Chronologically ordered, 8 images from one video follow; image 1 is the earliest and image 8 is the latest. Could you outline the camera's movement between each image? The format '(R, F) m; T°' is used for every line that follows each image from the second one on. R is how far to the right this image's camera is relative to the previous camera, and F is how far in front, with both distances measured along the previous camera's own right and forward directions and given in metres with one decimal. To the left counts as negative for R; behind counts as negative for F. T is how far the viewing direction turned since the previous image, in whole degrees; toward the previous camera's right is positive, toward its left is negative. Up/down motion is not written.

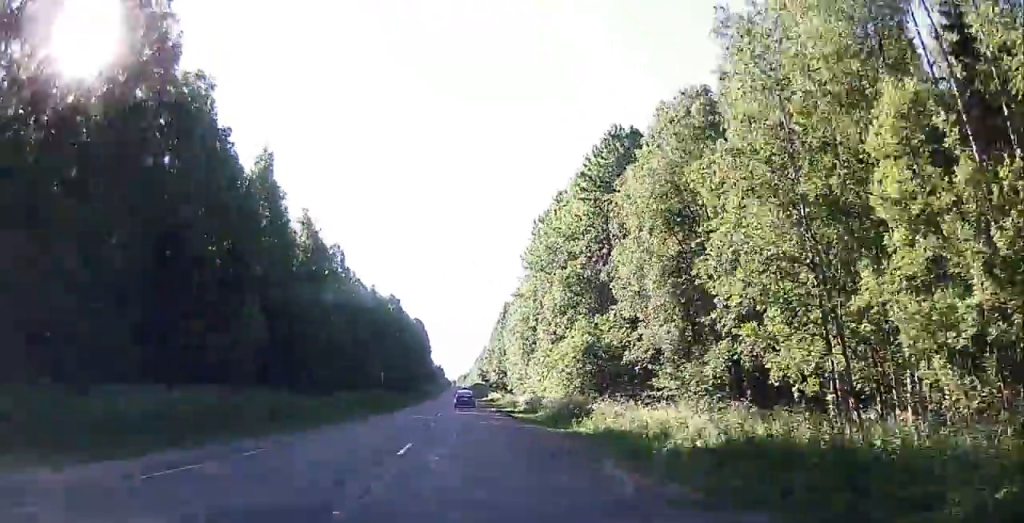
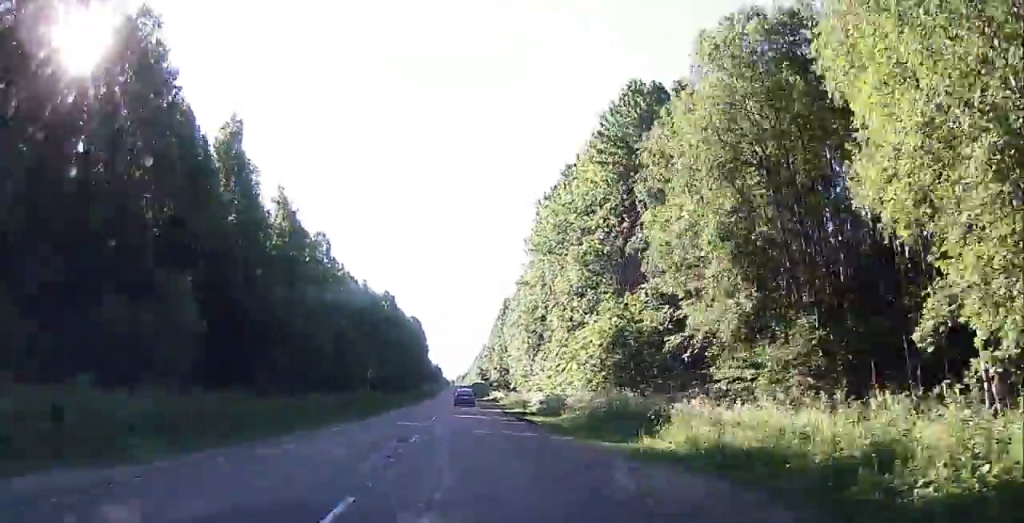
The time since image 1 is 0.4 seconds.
(-0.1, +9.2) m; 0°
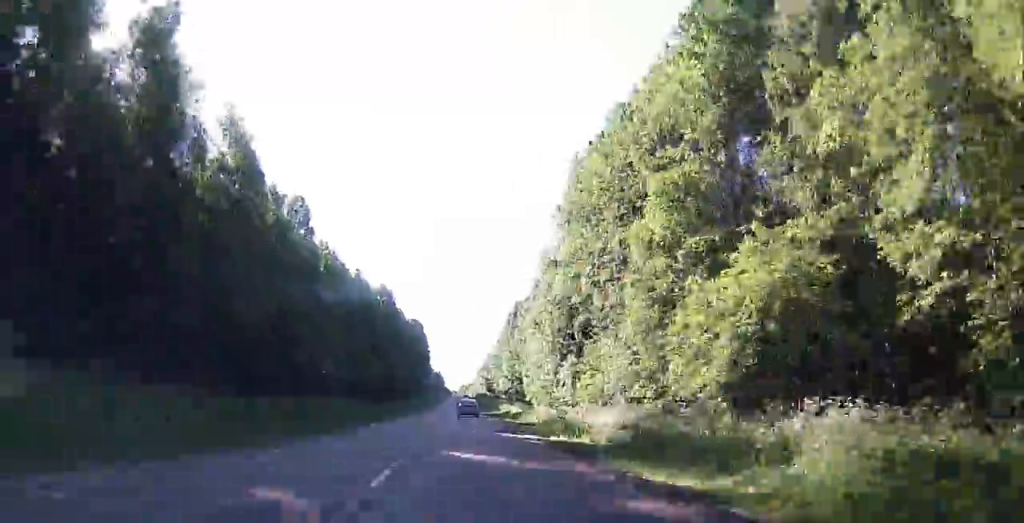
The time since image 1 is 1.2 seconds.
(-0.2, +19.1) m; -1°
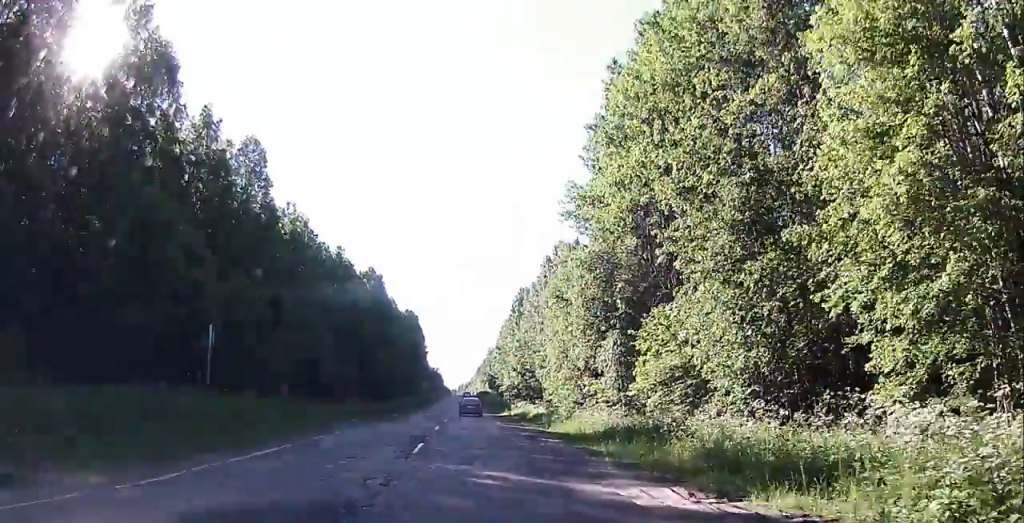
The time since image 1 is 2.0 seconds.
(0.0, +17.5) m; 0°
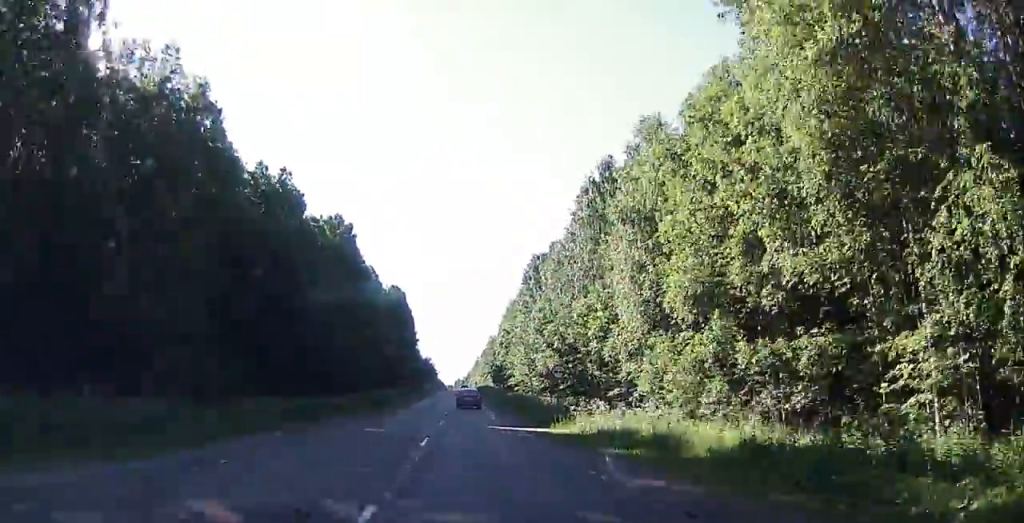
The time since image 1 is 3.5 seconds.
(-0.2, +34.1) m; +1°
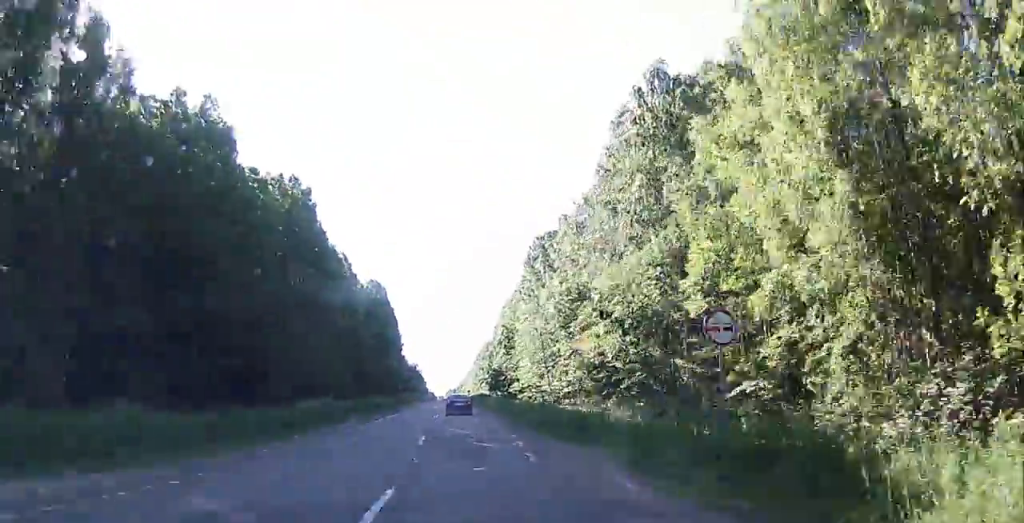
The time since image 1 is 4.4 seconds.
(+0.3, +21.2) m; +2°
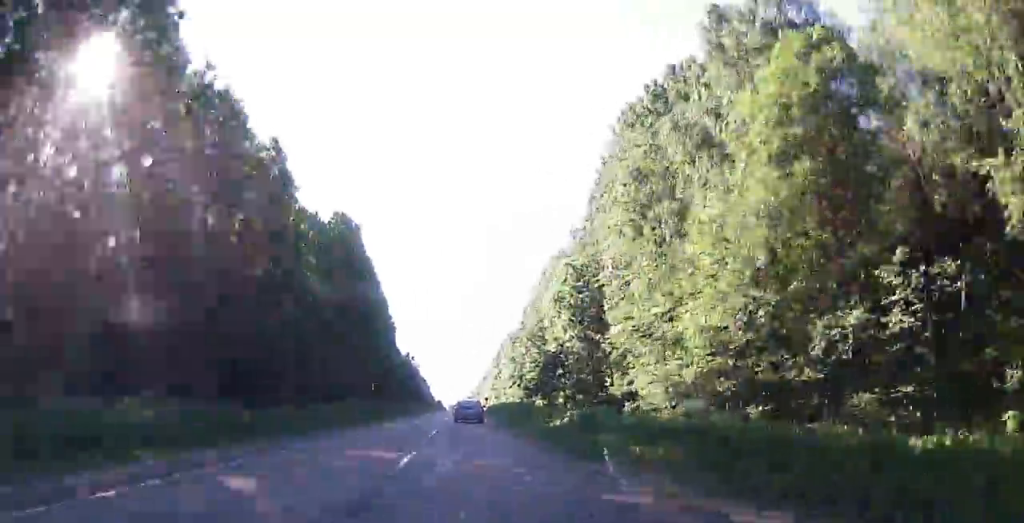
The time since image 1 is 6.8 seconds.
(+0.6, +52.7) m; +1°
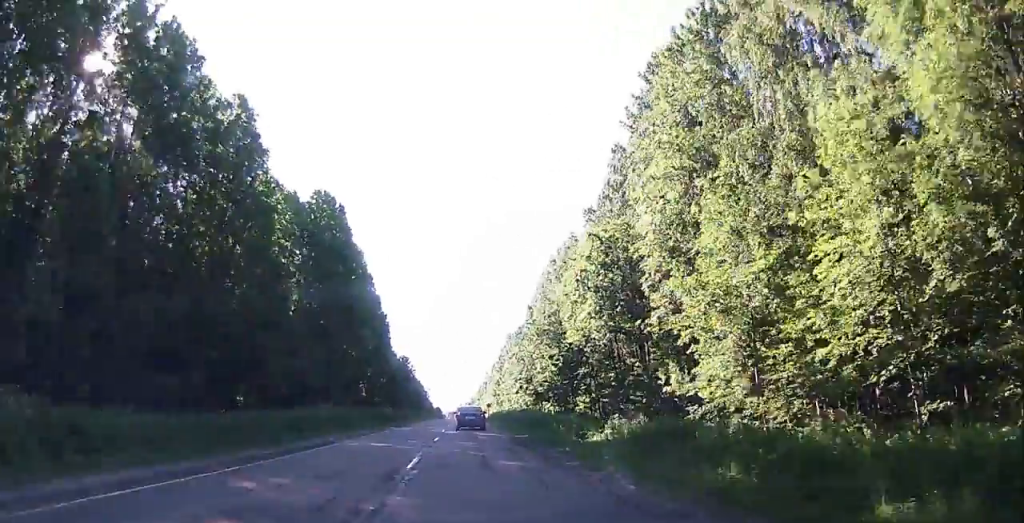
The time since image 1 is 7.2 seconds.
(0.0, +10.3) m; 0°
